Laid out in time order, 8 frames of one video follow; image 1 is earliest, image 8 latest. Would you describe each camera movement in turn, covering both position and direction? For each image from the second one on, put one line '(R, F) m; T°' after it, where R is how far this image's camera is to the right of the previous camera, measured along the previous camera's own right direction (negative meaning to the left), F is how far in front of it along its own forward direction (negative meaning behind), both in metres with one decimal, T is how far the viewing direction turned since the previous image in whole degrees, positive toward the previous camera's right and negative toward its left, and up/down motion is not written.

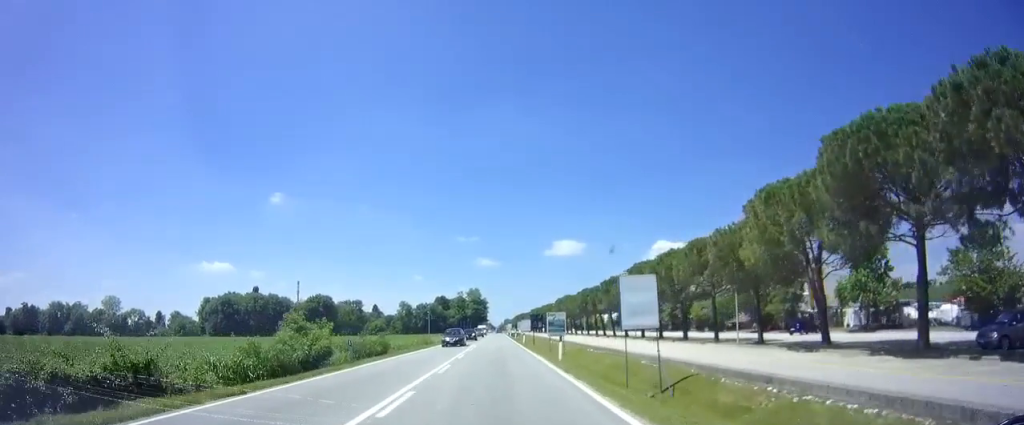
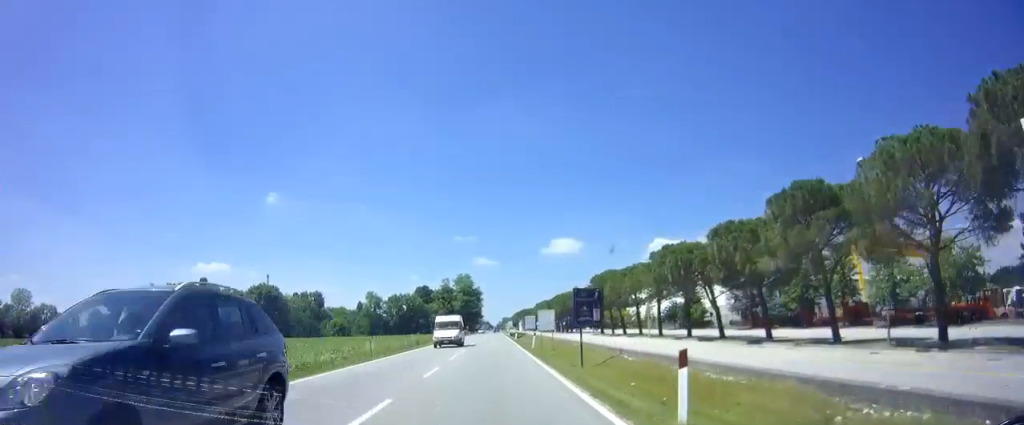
(+0.4, +46.9) m; +1°
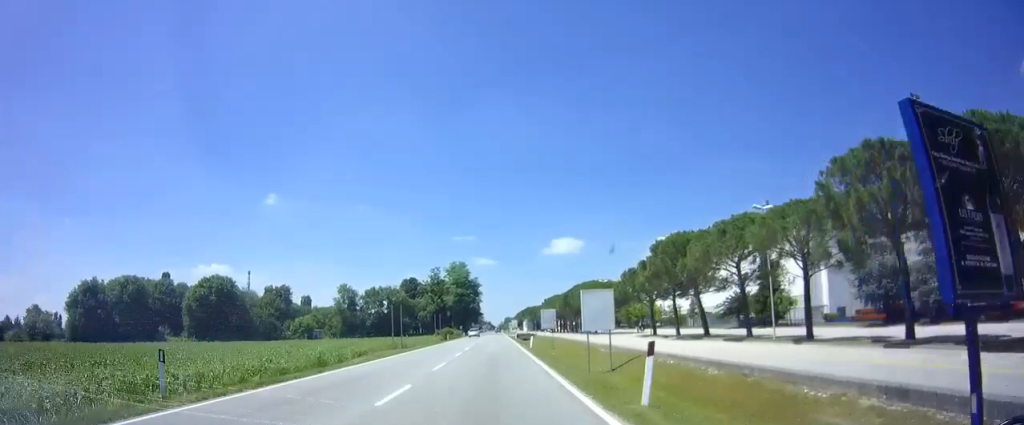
(0.0, +27.5) m; 0°
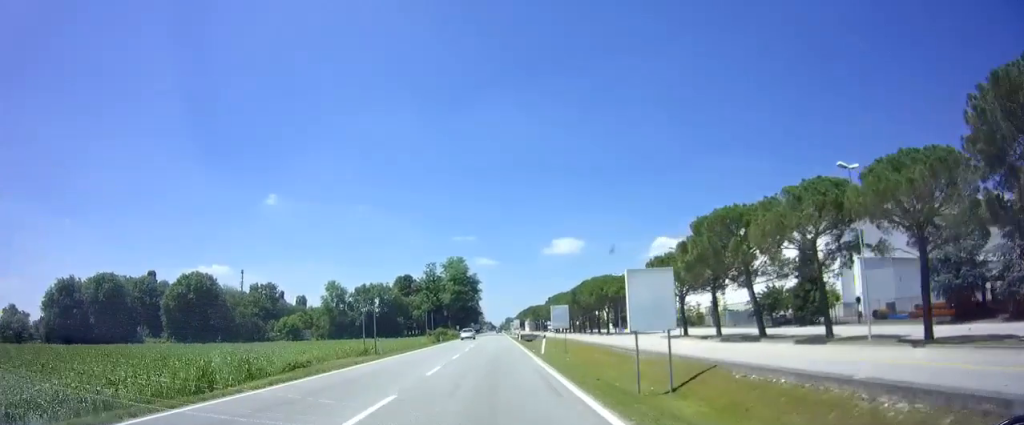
(0.0, +11.0) m; 0°
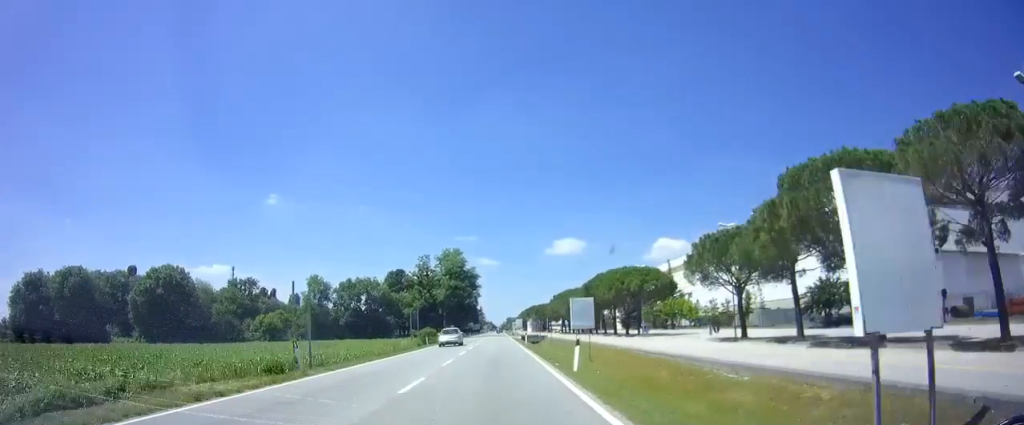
(0.0, +10.9) m; 0°
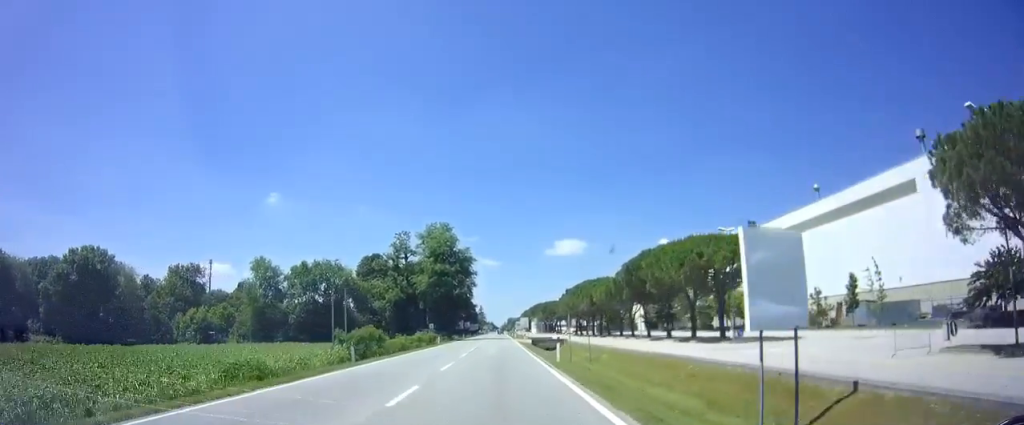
(-0.2, +24.1) m; 0°
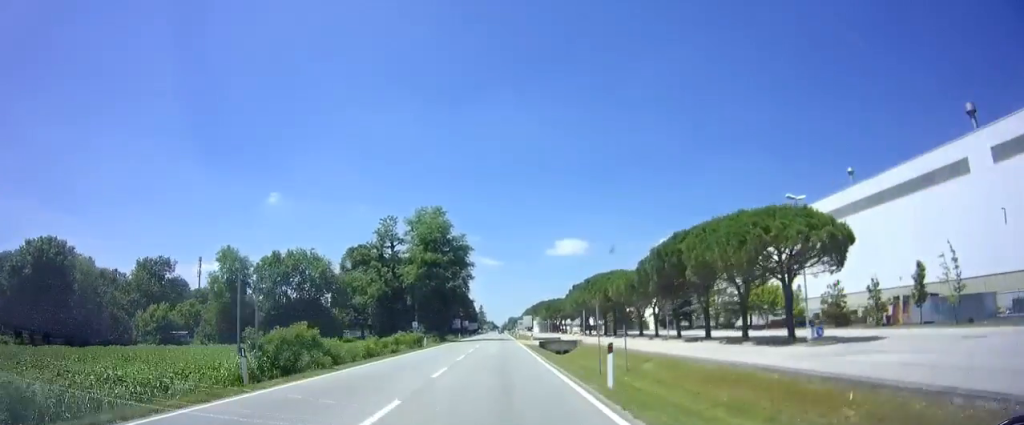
(-0.2, +10.1) m; 0°
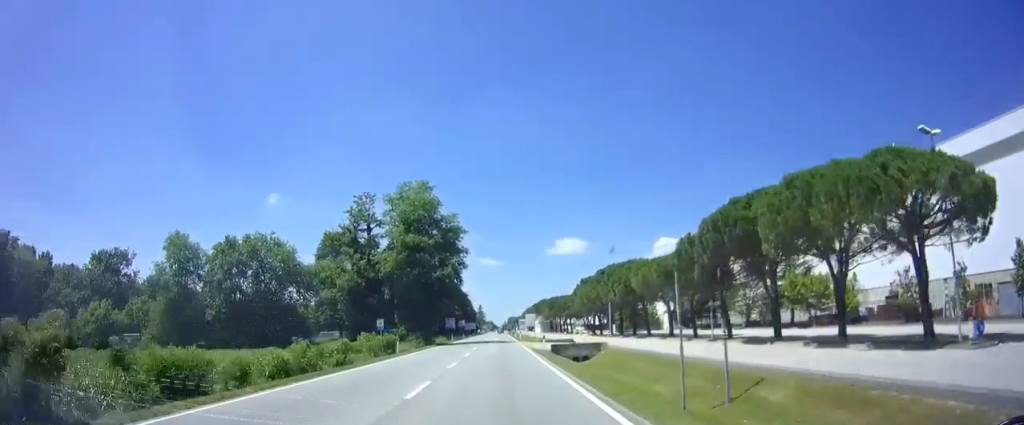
(+0.1, +11.6) m; 0°
